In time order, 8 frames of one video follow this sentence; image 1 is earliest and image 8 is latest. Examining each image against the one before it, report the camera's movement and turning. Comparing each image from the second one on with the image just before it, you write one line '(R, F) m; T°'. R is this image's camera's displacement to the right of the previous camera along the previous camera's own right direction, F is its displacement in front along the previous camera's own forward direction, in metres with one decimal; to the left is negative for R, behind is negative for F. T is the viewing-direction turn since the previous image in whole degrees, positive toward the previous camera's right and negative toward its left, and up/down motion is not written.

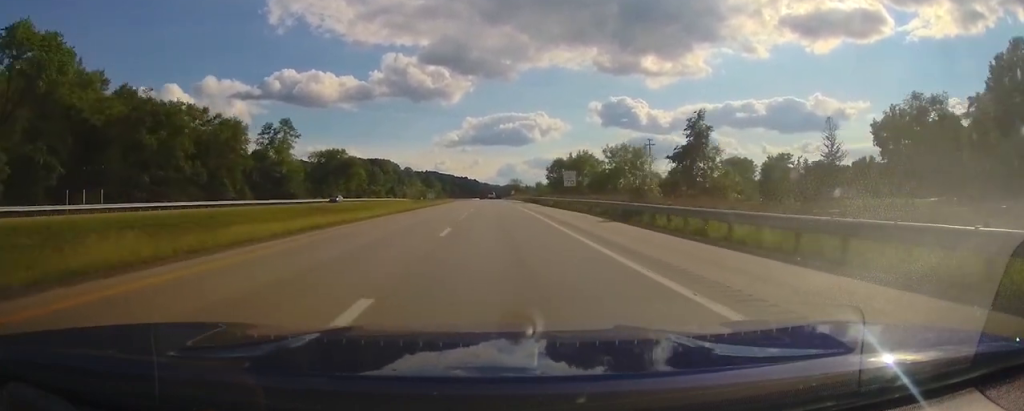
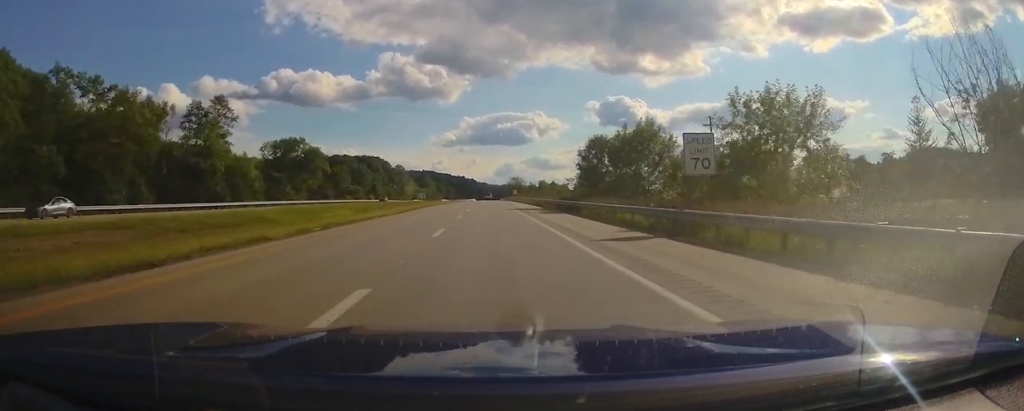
(0.0, +35.9) m; 0°
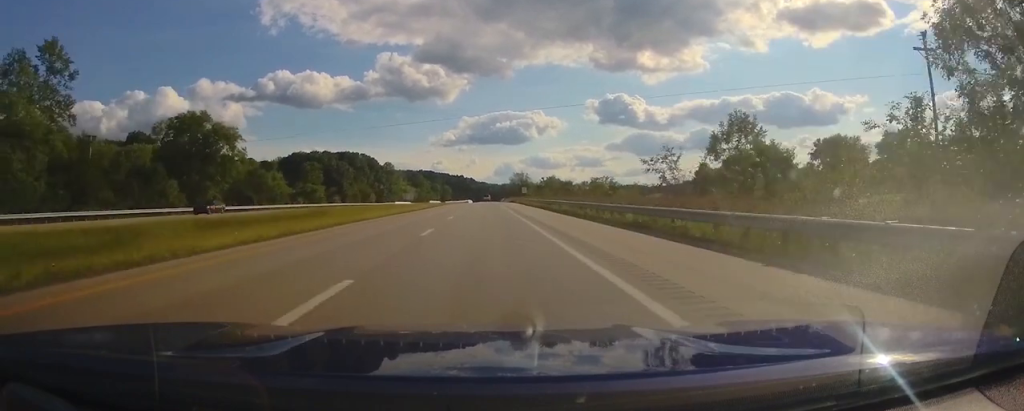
(0.0, +48.4) m; 0°
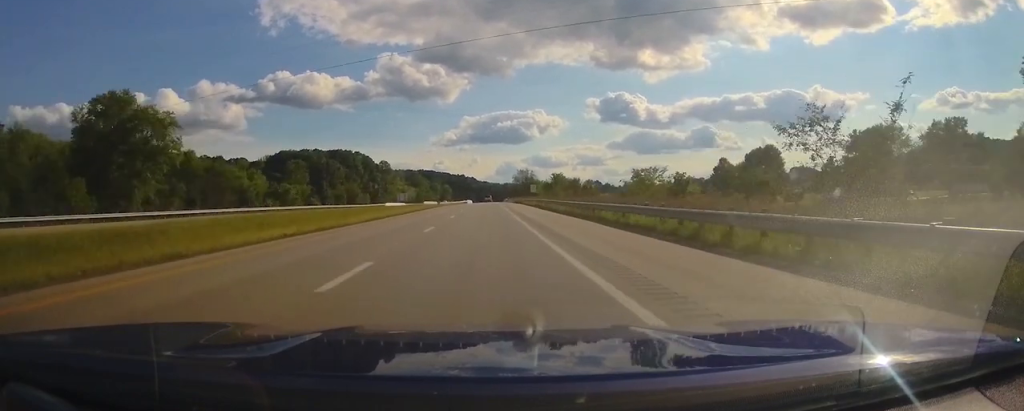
(0.0, +22.1) m; 0°
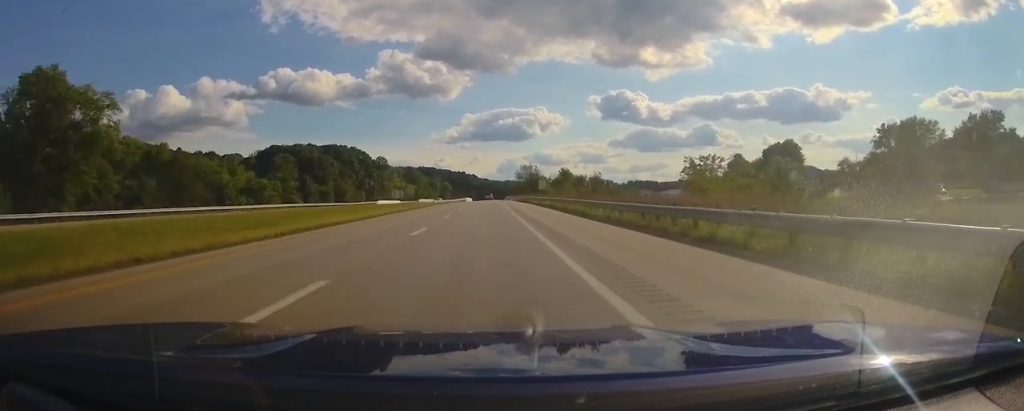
(+0.1, +14.7) m; 0°
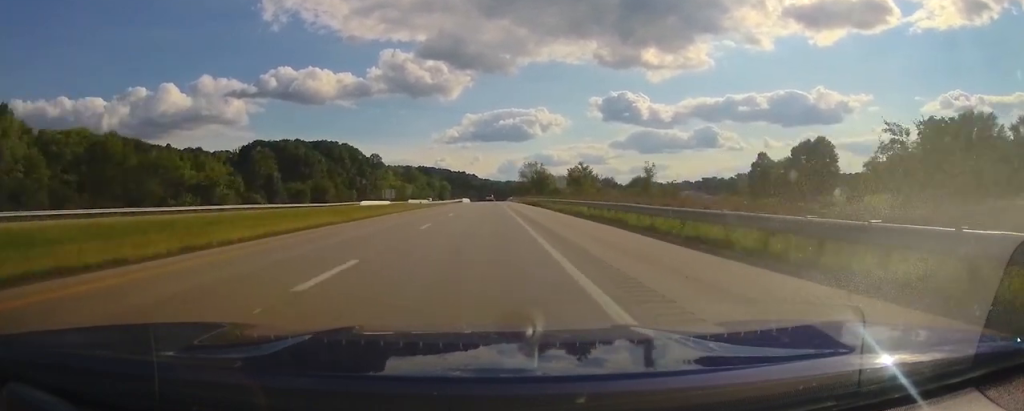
(-0.3, +22.1) m; 0°
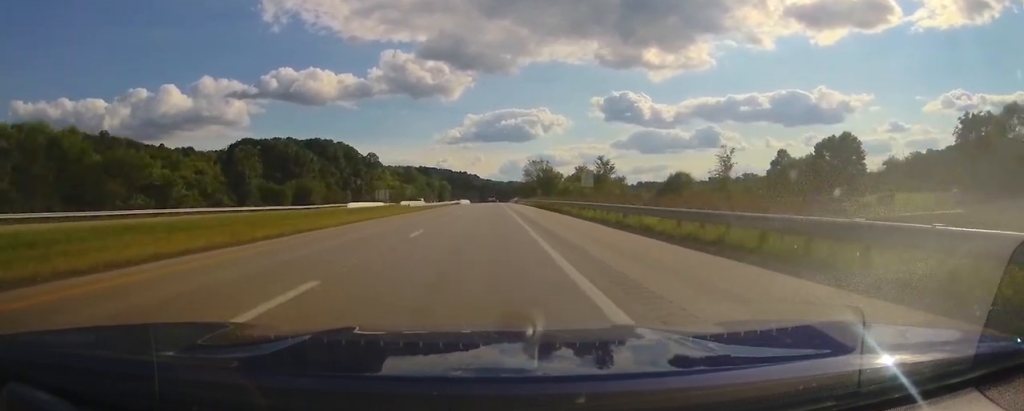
(0.0, +14.8) m; 0°
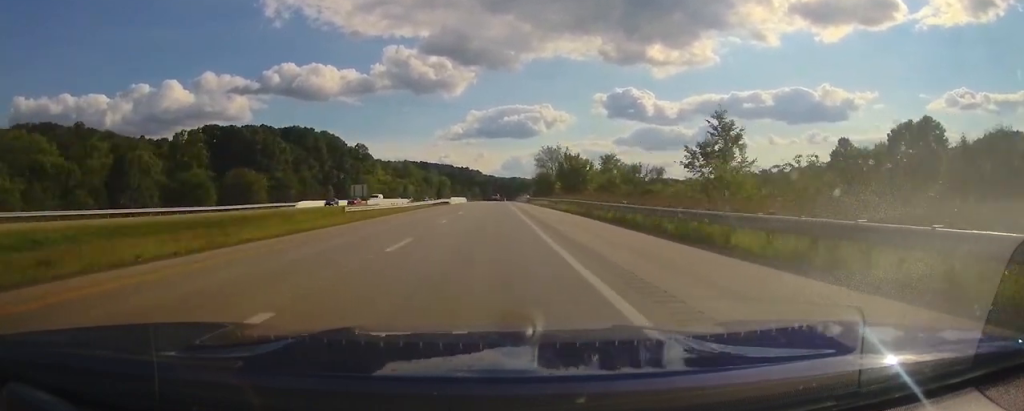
(+0.2, +37.9) m; 0°
